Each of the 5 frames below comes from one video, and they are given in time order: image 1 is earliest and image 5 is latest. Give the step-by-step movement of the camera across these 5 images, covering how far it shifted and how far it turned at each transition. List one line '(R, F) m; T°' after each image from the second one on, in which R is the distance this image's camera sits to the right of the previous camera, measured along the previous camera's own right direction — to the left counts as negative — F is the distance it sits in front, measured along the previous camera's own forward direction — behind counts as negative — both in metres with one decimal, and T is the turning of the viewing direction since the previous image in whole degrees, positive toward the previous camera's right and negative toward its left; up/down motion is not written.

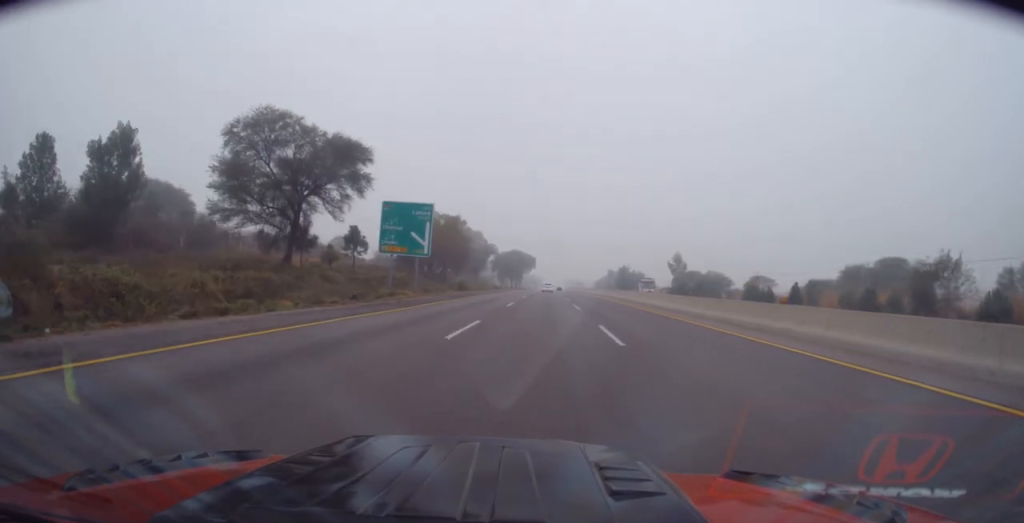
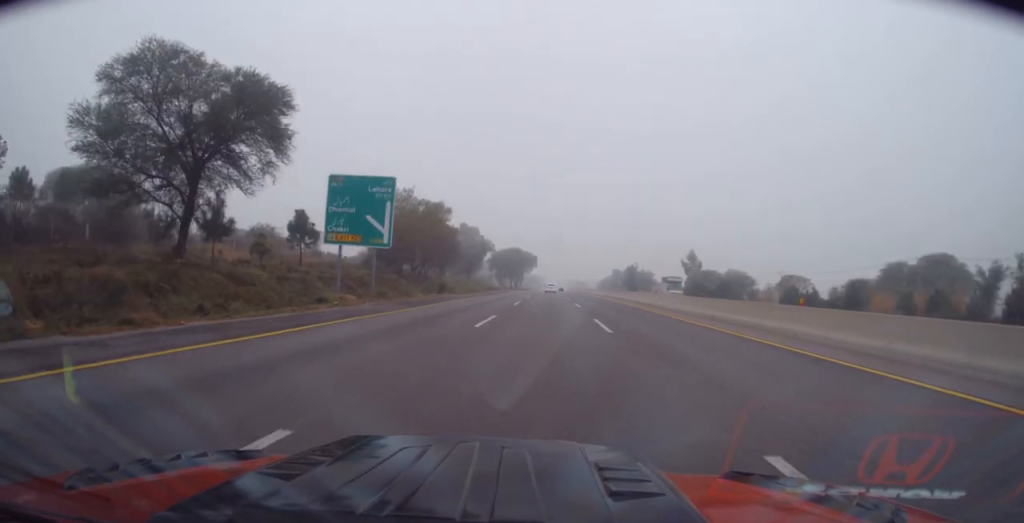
(+0.1, +14.1) m; 0°
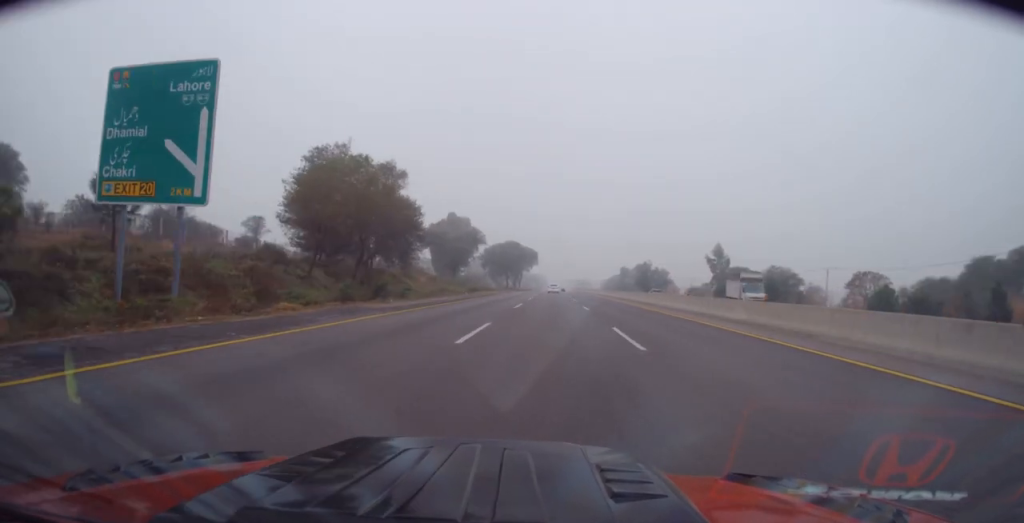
(+0.2, +22.5) m; 0°
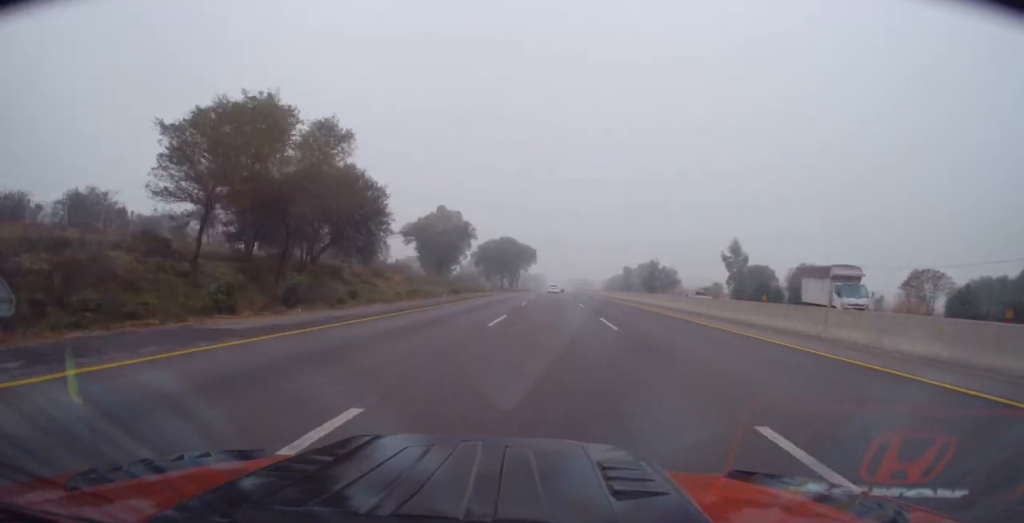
(+0.1, +12.6) m; 0°
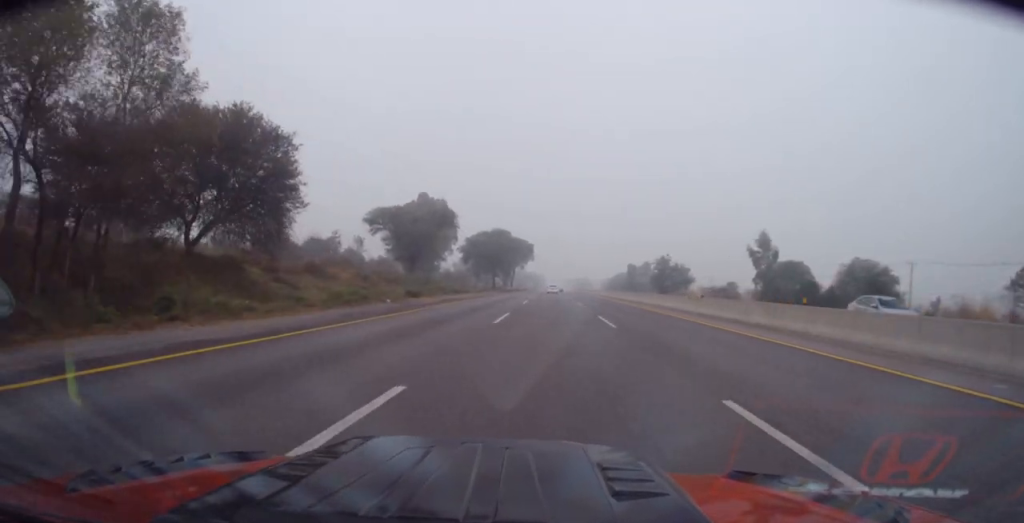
(-0.2, +16.8) m; 0°
